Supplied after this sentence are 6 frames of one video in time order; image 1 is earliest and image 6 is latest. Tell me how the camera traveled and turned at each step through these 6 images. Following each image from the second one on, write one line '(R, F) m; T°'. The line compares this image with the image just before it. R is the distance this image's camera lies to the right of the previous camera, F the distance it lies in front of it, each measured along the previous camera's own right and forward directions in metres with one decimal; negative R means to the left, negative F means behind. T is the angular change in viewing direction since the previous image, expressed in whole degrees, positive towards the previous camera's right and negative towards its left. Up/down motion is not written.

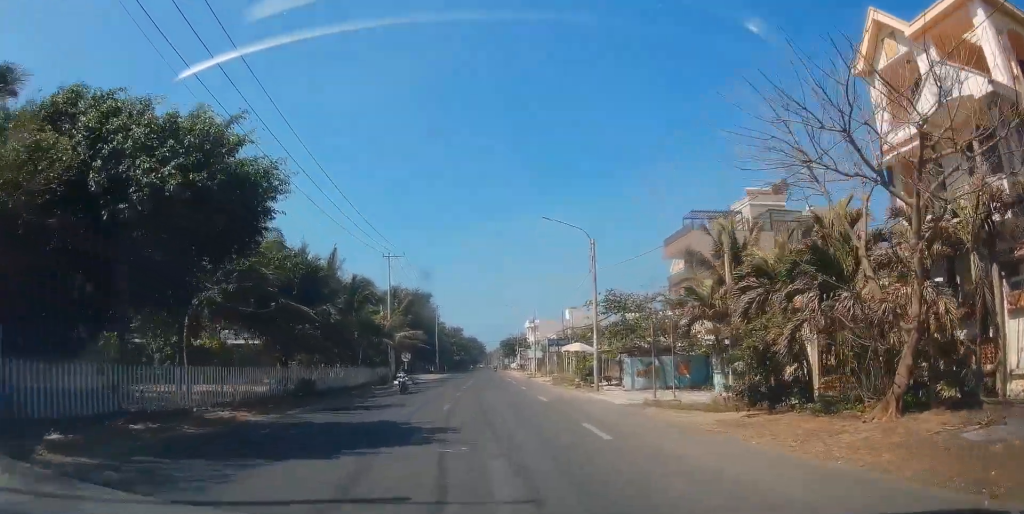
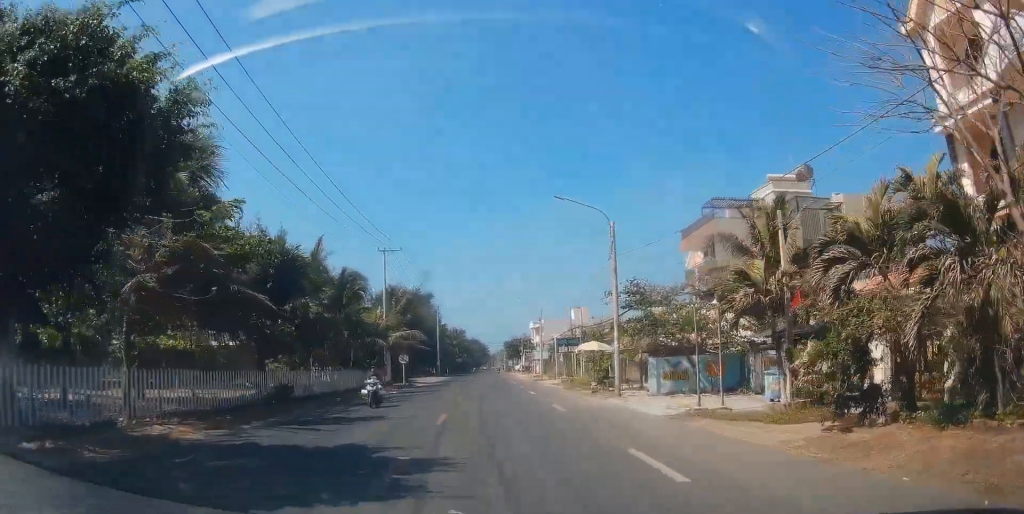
(0.0, +4.4) m; 0°
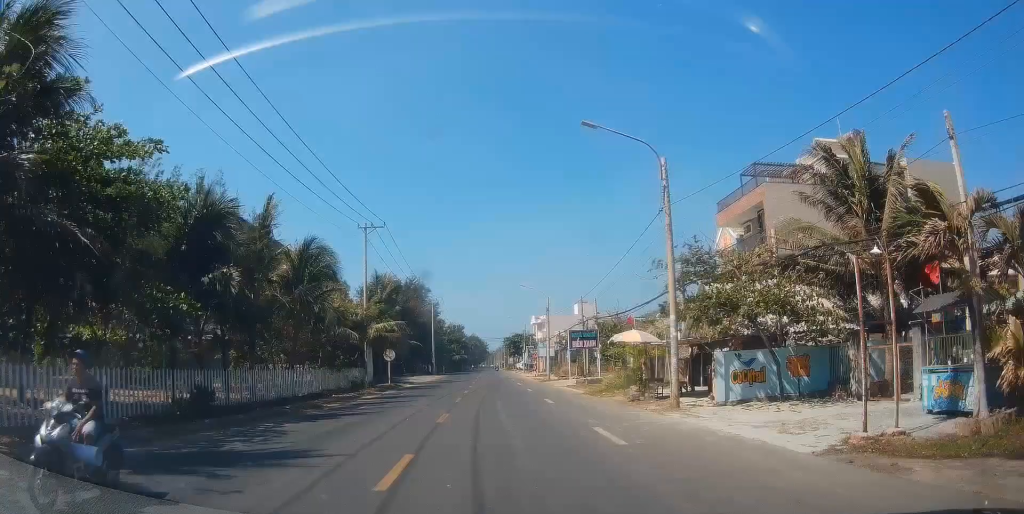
(-0.6, +8.5) m; +2°
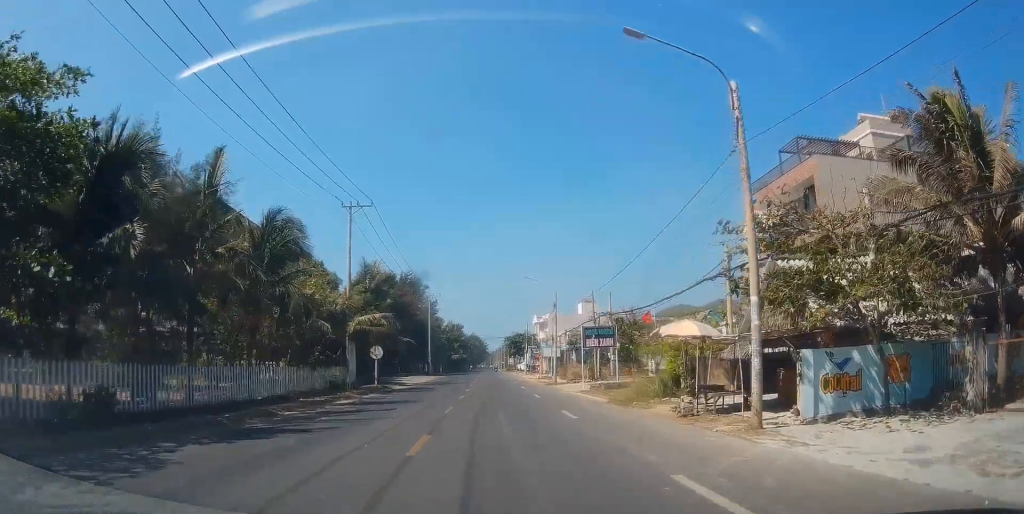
(+0.4, +6.0) m; +1°
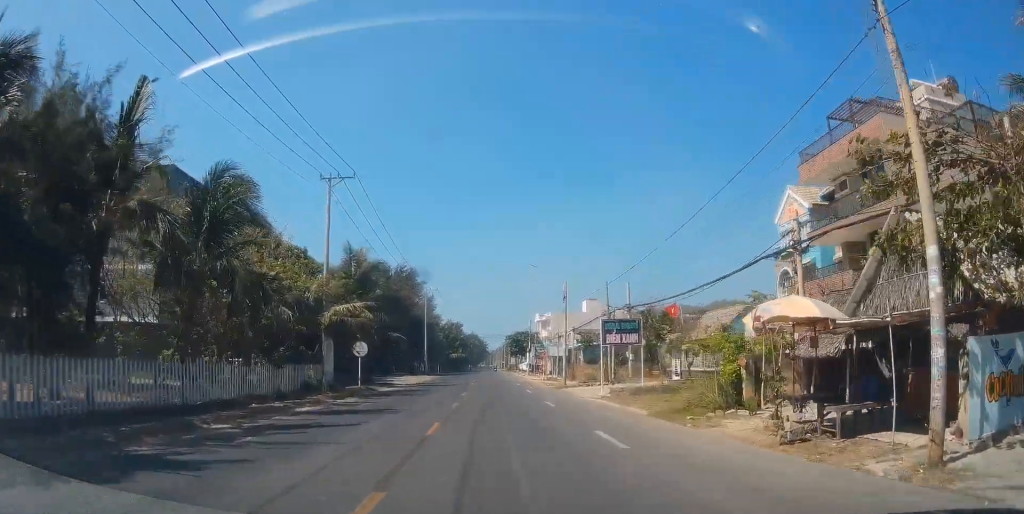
(+0.5, +6.1) m; +1°
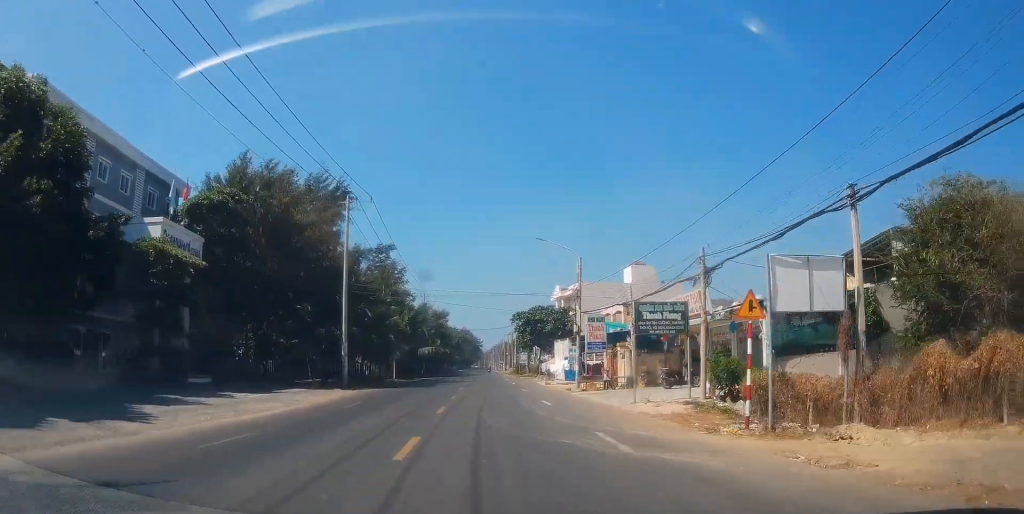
(-3.1, +48.4) m; -2°
